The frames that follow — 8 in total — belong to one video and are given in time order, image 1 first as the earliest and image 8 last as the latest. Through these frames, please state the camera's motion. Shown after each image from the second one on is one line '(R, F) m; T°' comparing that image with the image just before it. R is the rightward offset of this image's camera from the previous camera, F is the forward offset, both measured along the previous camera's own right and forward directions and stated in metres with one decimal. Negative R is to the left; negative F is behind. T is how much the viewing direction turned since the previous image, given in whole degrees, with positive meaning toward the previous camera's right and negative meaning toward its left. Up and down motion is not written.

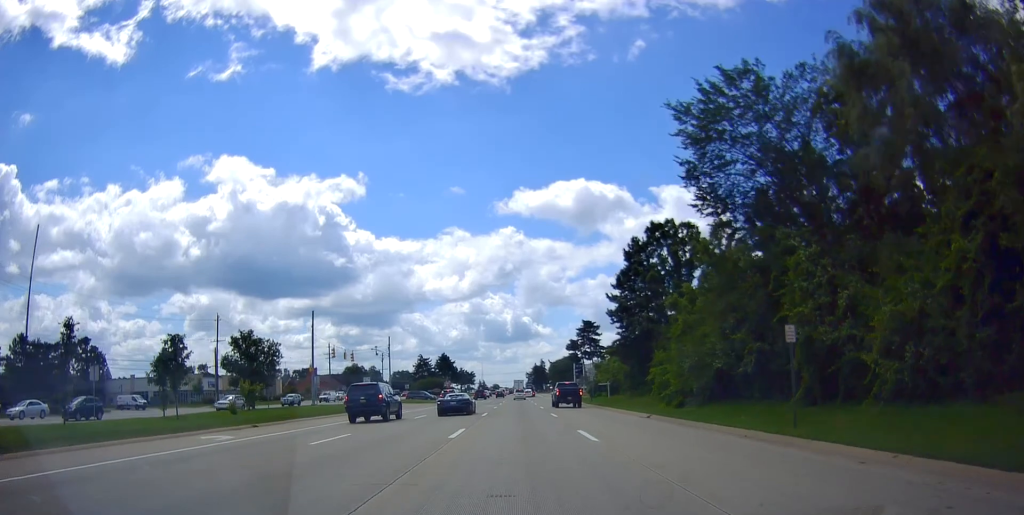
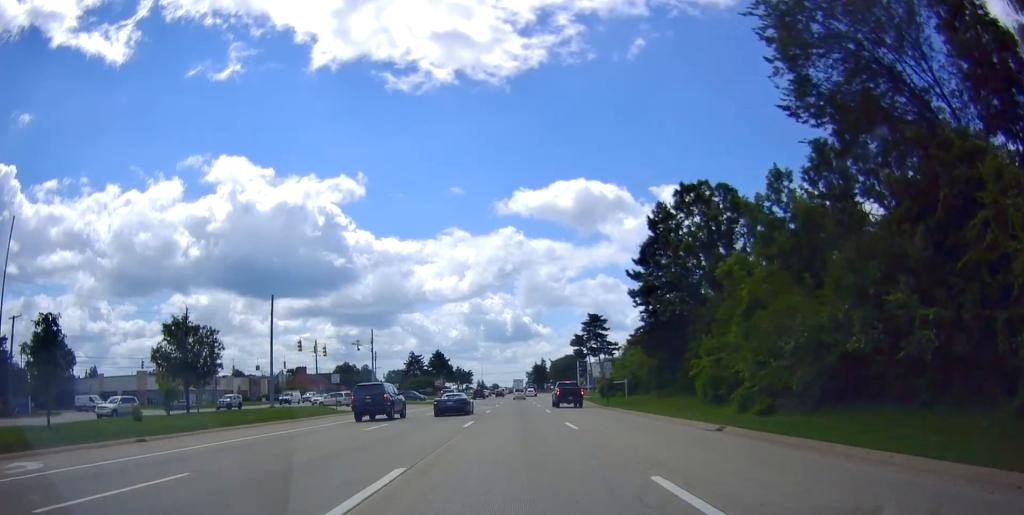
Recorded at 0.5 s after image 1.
(-0.2, +10.5) m; 0°
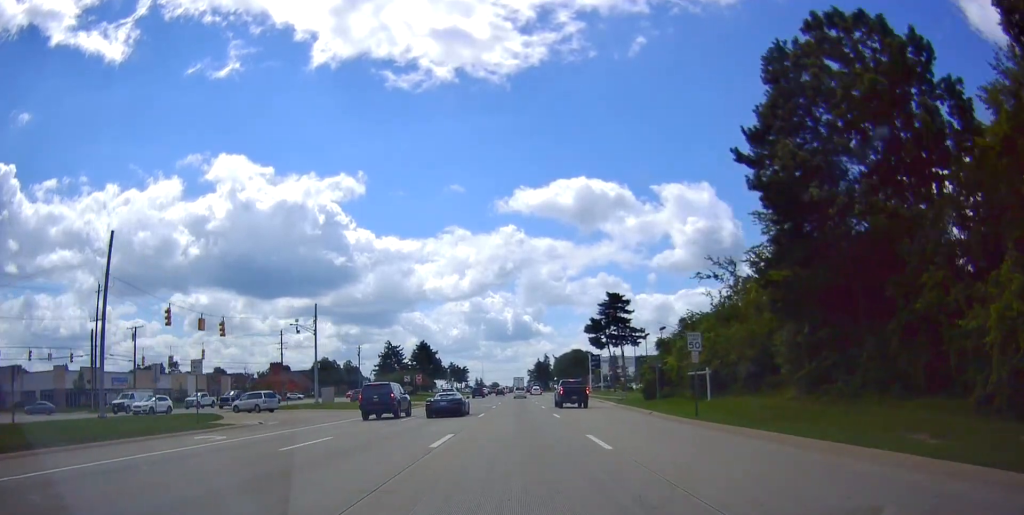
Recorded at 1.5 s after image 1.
(-0.2, +23.3) m; 0°
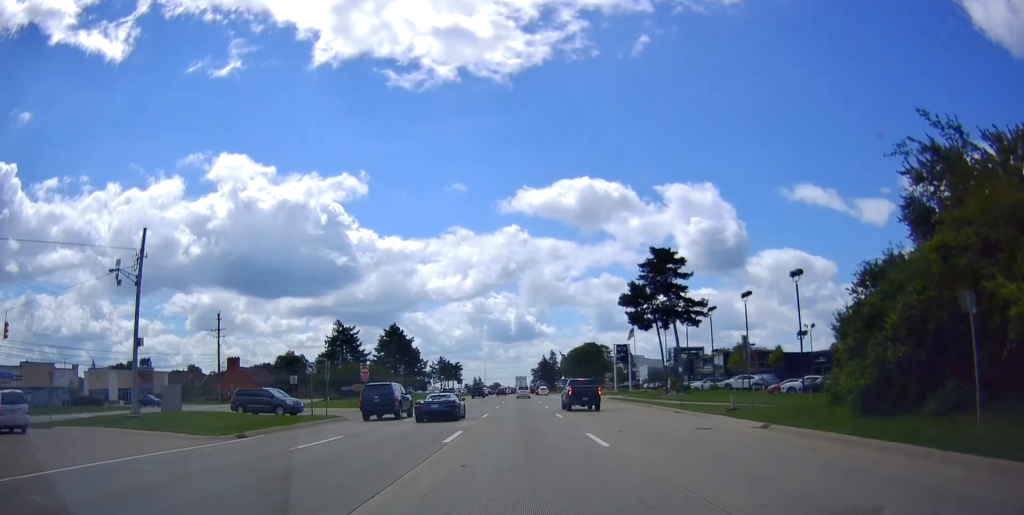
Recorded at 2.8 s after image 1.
(+0.3, +29.9) m; +1°
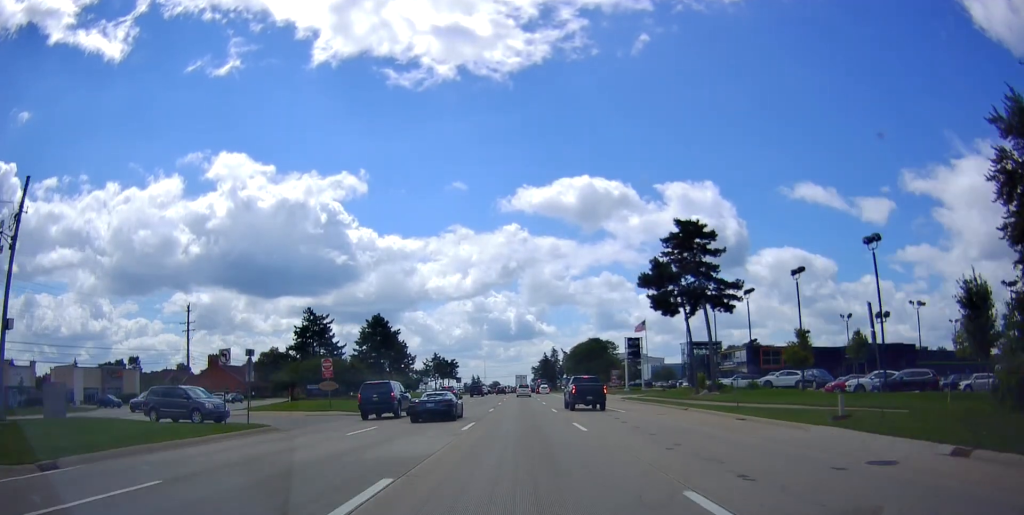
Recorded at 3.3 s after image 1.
(0.0, +10.4) m; 0°
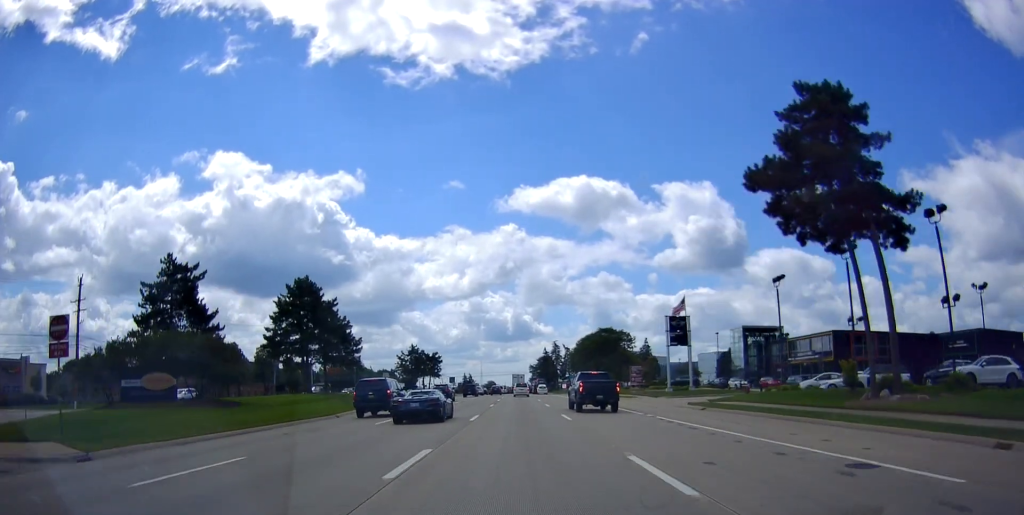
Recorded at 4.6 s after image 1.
(-0.1, +28.1) m; -1°
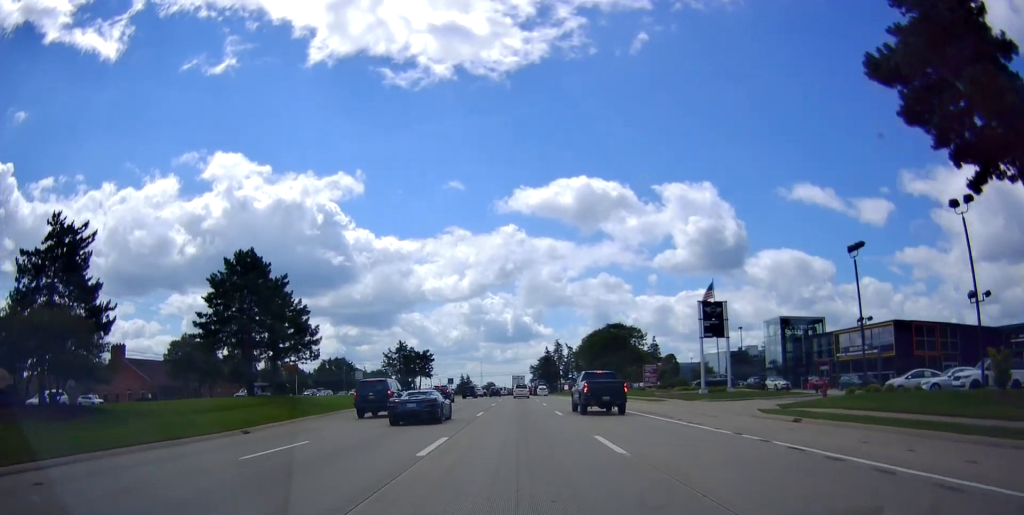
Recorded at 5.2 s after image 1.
(-0.4, +13.1) m; 0°
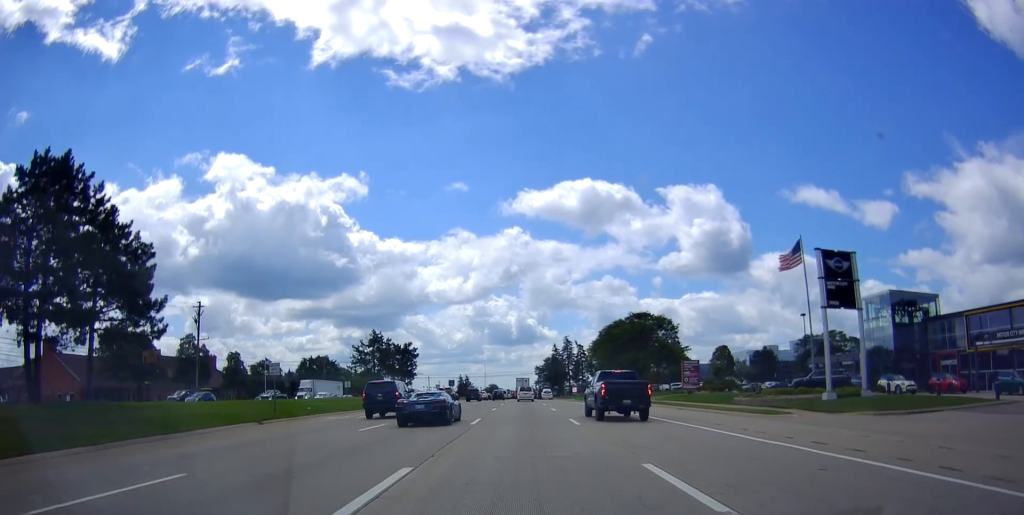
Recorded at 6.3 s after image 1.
(+0.7, +24.4) m; +1°
